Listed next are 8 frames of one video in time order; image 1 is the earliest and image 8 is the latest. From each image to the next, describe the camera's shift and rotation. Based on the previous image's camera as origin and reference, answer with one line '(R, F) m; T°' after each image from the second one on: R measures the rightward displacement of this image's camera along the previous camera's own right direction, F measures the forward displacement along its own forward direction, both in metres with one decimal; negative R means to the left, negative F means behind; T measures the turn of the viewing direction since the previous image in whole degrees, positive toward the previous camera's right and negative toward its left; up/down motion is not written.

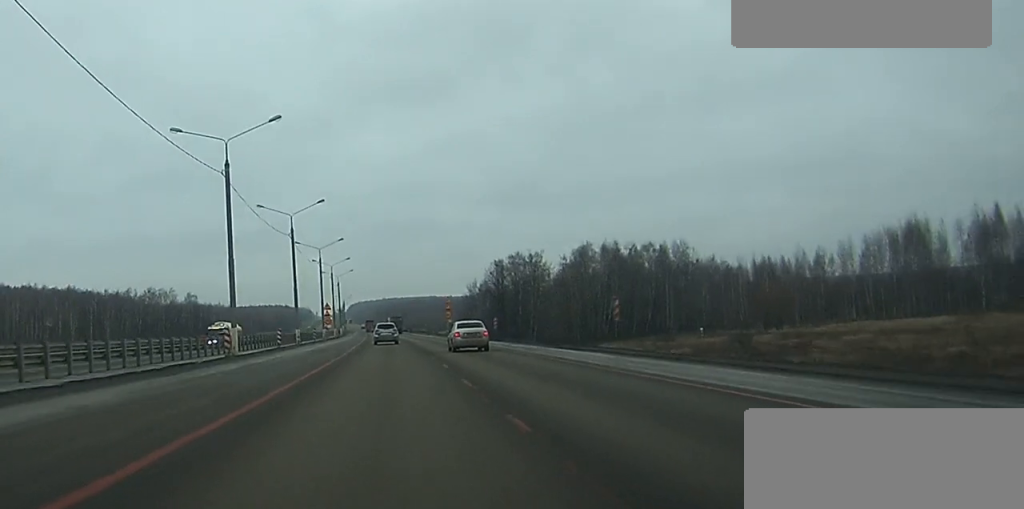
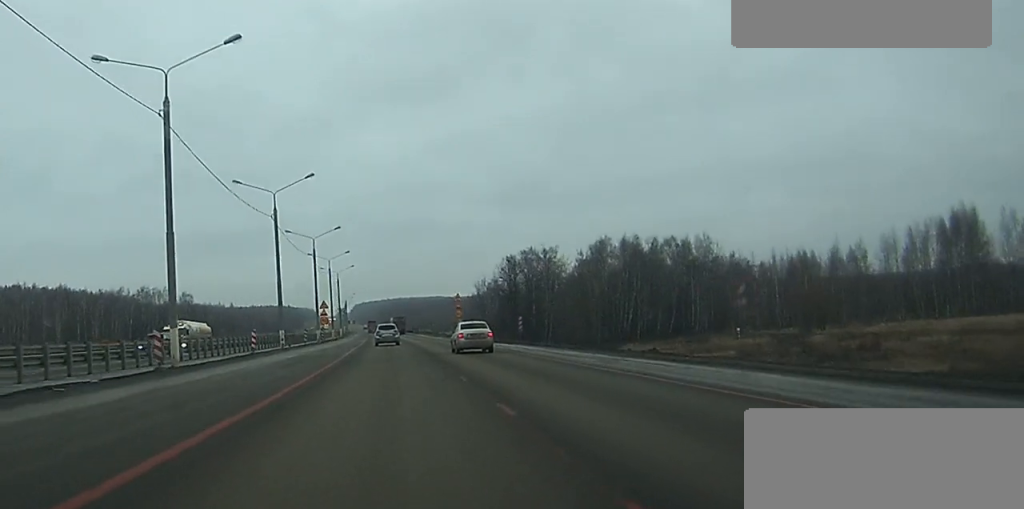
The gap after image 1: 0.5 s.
(0.0, +14.4) m; 0°
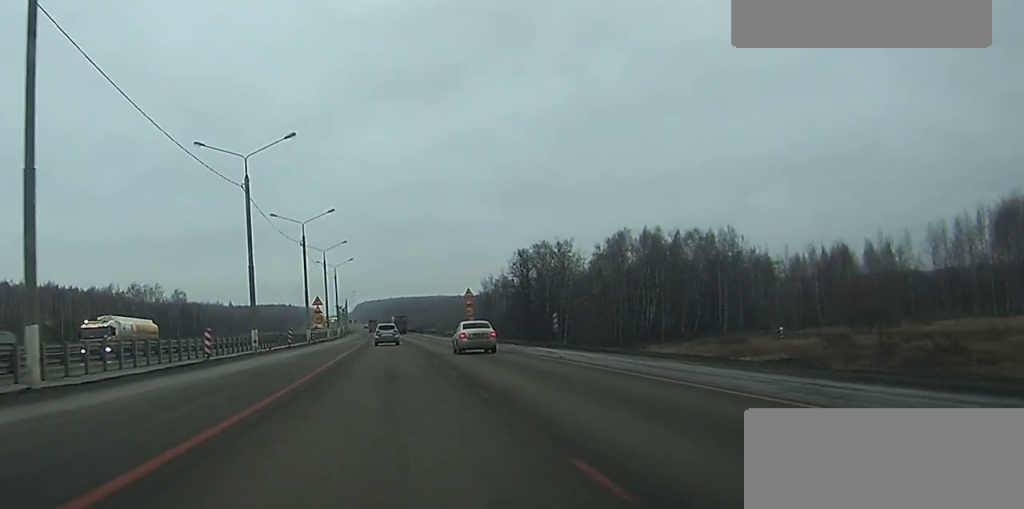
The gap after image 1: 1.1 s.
(0.0, +14.3) m; 0°
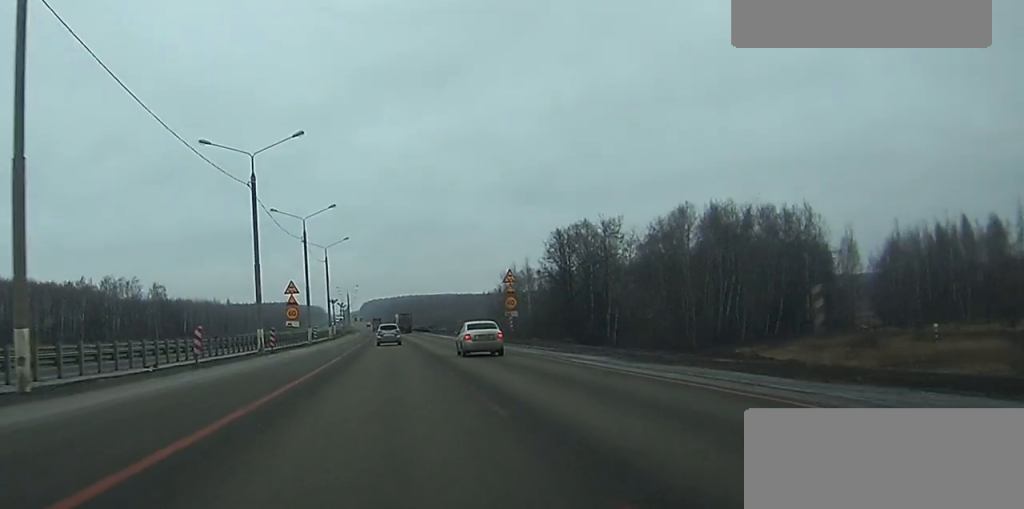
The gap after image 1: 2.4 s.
(-0.3, +34.6) m; -1°
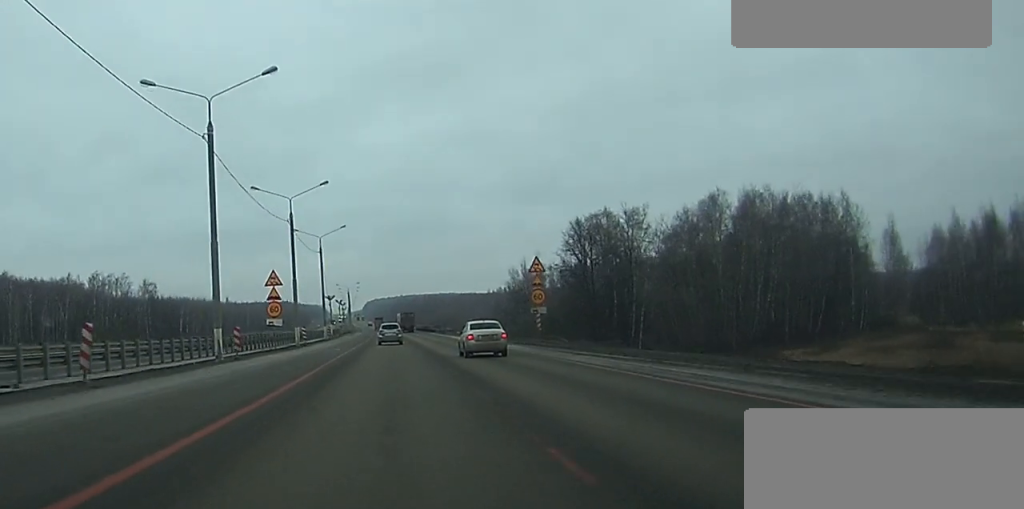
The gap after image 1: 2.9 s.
(0.0, +13.2) m; 0°
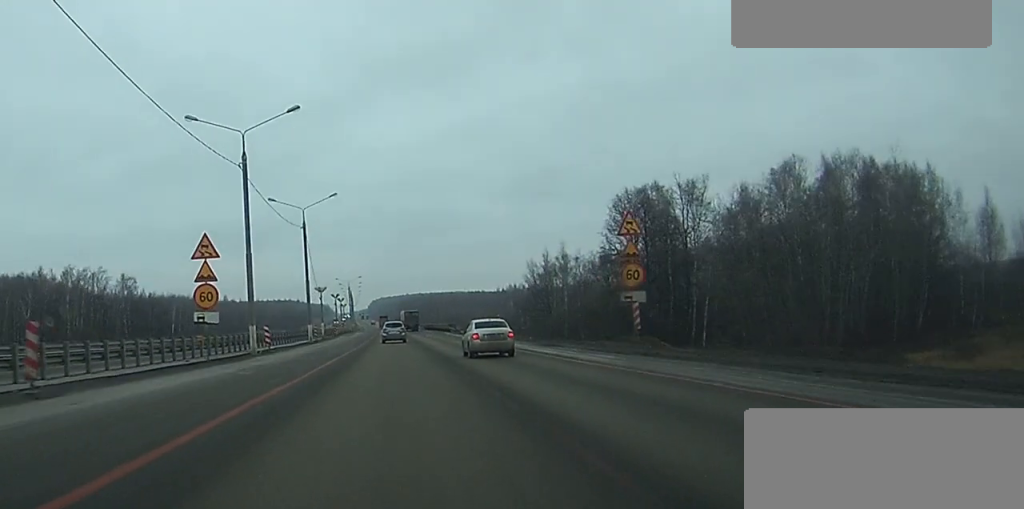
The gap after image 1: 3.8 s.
(-0.1, +24.7) m; 0°
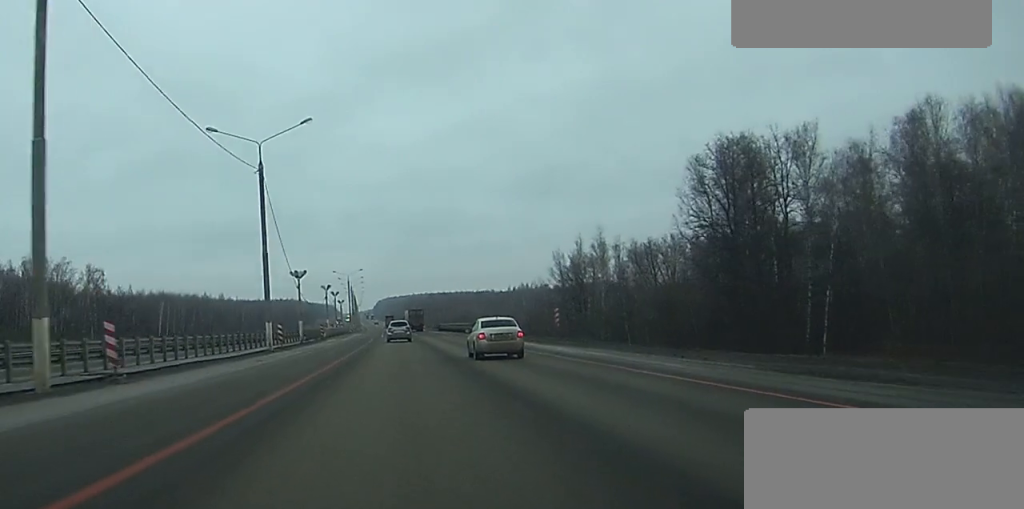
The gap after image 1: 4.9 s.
(-0.1, +29.2) m; 0°
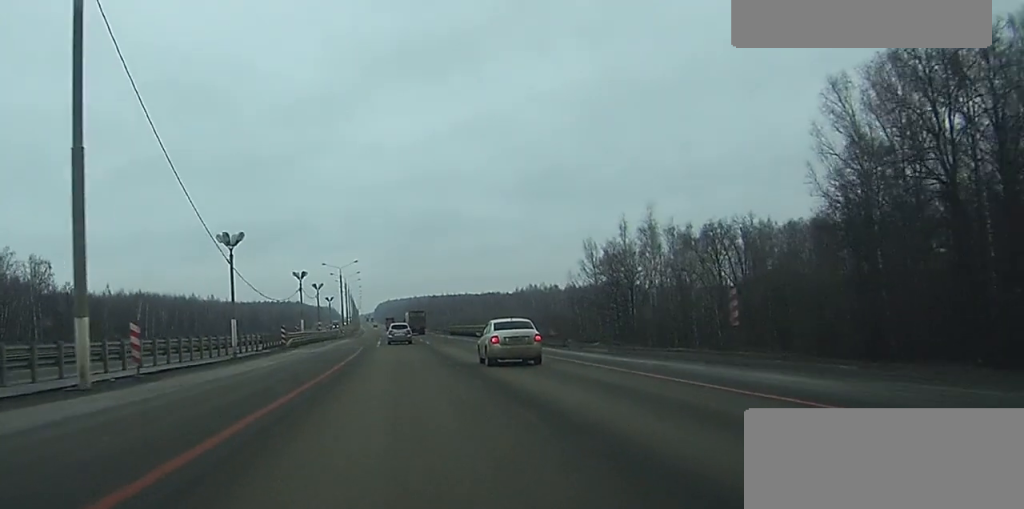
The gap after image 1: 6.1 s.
(-0.1, +31.1) m; 0°
